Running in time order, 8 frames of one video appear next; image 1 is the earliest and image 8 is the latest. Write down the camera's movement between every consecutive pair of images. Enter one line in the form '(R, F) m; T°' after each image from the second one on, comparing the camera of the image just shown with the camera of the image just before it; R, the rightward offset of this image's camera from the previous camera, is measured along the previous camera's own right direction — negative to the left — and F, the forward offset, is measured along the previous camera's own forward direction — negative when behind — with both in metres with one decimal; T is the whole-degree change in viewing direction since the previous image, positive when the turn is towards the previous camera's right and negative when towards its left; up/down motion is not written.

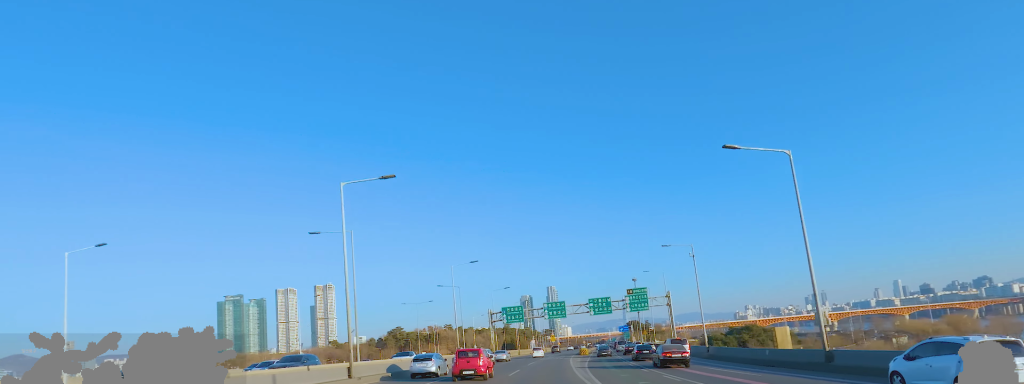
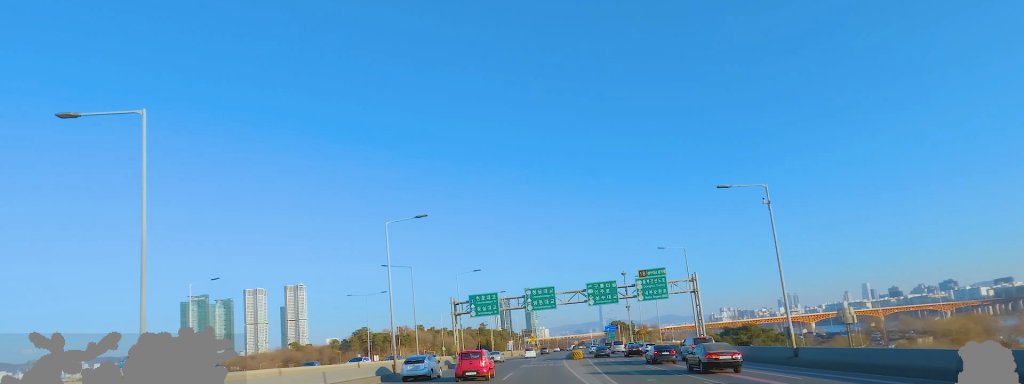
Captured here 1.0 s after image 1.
(+0.1, +21.2) m; -1°
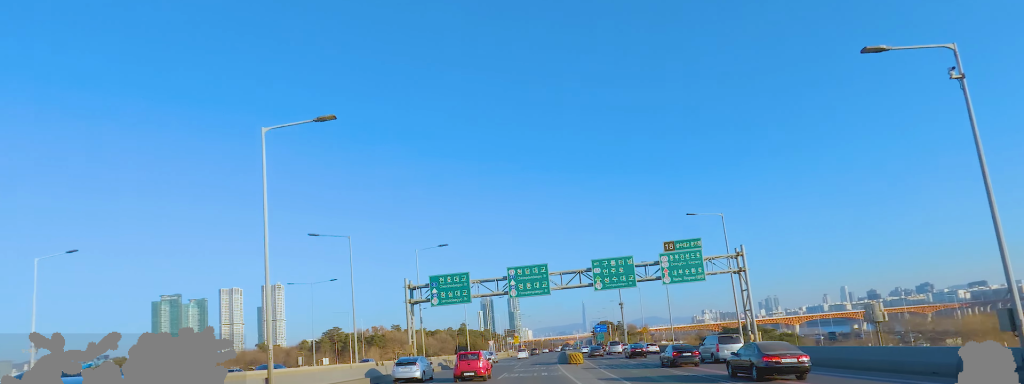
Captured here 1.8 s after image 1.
(-0.5, +16.3) m; 0°
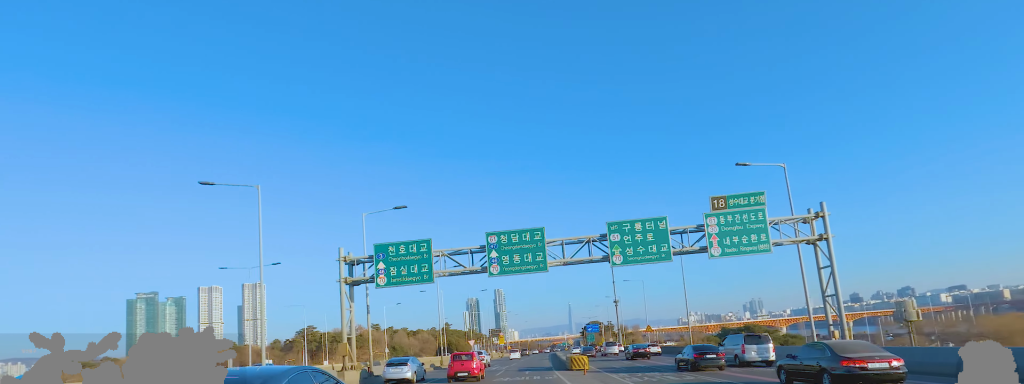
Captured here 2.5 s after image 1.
(0.0, +12.8) m; +2°
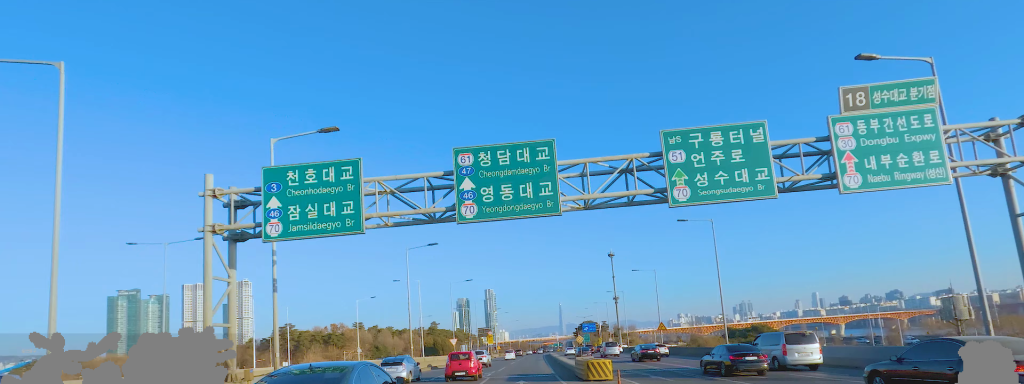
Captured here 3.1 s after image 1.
(+0.5, +12.0) m; +2°
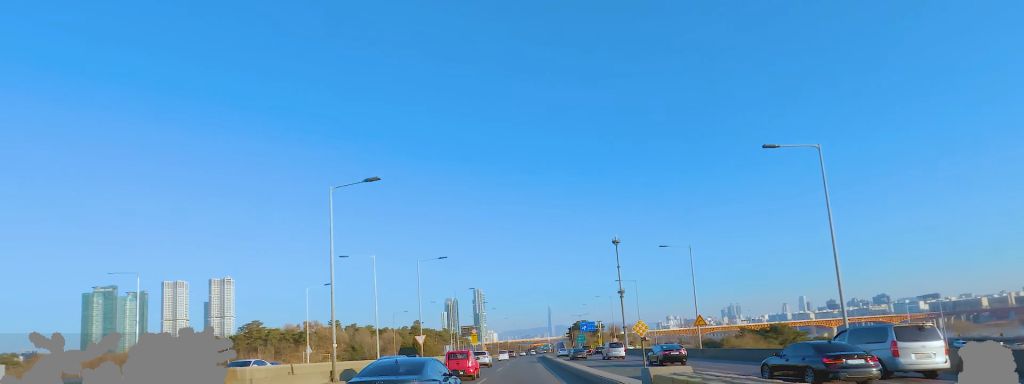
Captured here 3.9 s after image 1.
(+0.4, +17.2) m; +1°
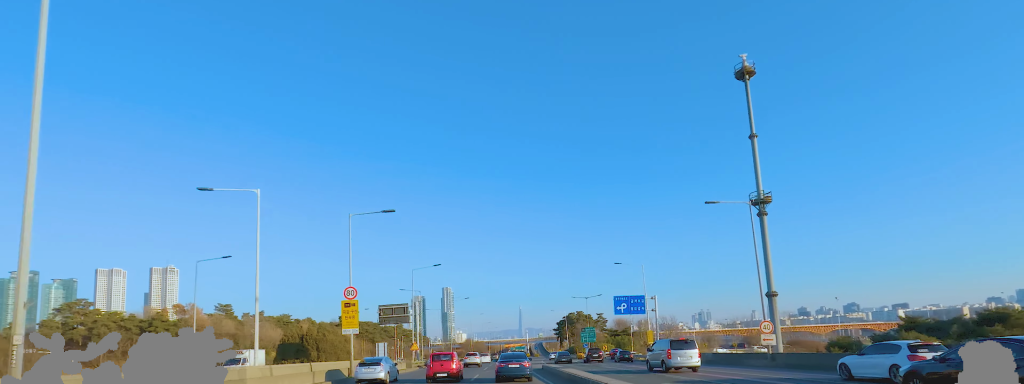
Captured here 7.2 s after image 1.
(+0.4, +60.2) m; +2°
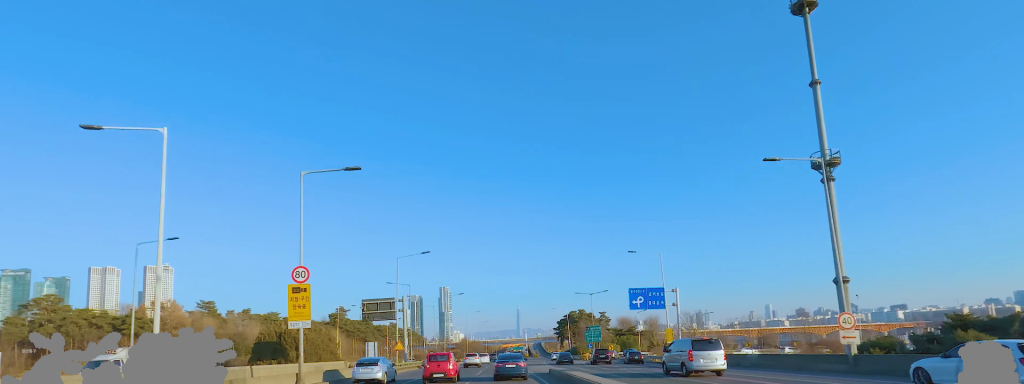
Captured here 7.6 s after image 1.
(+0.2, +6.8) m; 0°
